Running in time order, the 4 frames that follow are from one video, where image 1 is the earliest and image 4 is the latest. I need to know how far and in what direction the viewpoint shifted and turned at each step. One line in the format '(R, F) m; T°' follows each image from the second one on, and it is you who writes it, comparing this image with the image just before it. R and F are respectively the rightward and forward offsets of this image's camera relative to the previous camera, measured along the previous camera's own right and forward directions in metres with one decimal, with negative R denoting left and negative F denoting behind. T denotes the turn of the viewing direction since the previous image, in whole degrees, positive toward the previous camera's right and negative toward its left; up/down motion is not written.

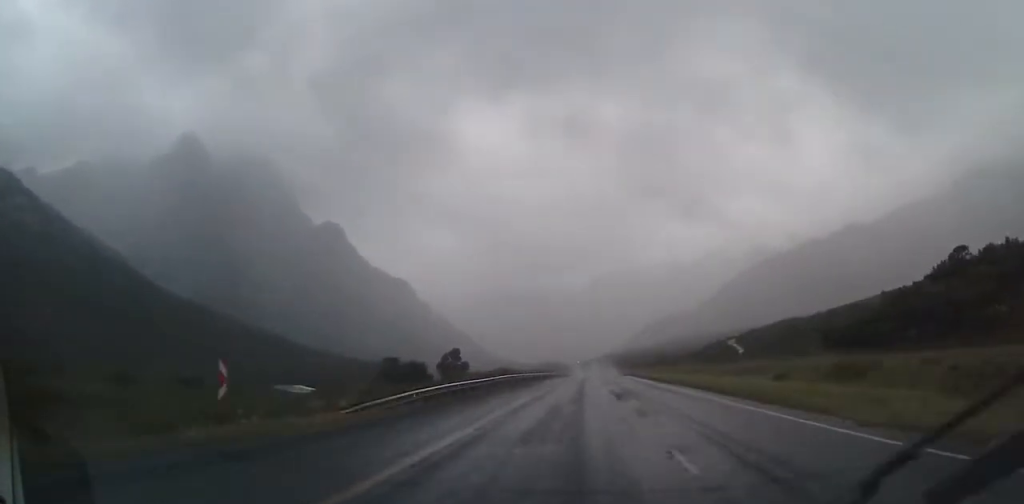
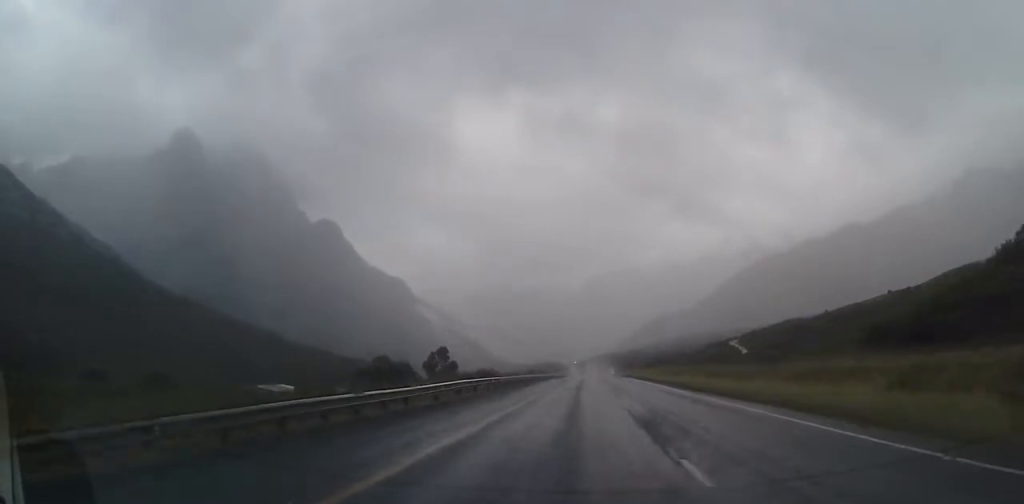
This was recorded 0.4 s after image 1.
(0.0, +12.8) m; 0°
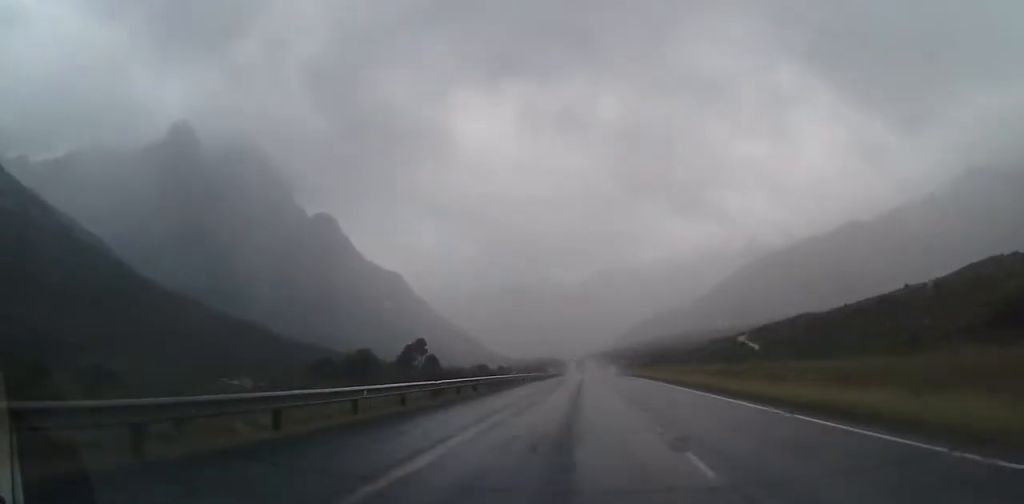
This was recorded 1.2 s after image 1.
(0.0, +23.7) m; 0°
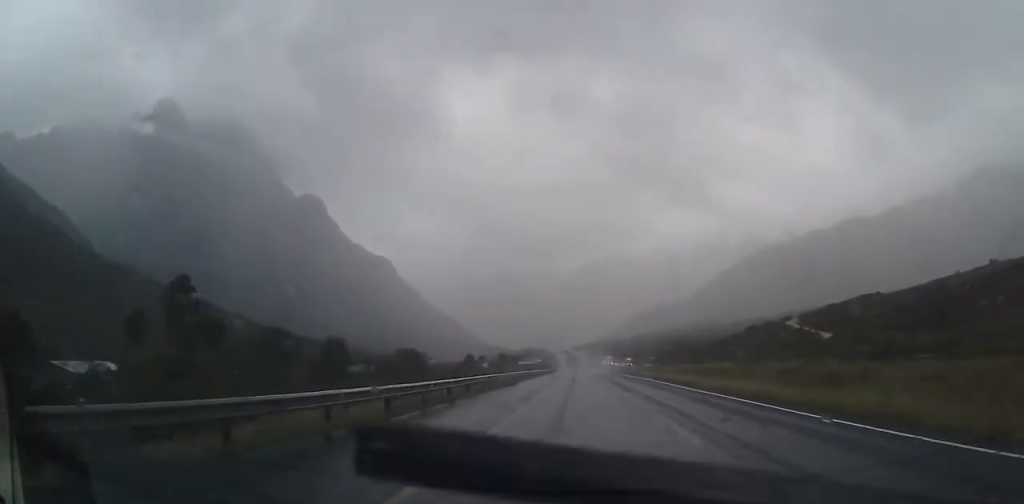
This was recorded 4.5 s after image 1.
(+2.3, +93.8) m; +2°
